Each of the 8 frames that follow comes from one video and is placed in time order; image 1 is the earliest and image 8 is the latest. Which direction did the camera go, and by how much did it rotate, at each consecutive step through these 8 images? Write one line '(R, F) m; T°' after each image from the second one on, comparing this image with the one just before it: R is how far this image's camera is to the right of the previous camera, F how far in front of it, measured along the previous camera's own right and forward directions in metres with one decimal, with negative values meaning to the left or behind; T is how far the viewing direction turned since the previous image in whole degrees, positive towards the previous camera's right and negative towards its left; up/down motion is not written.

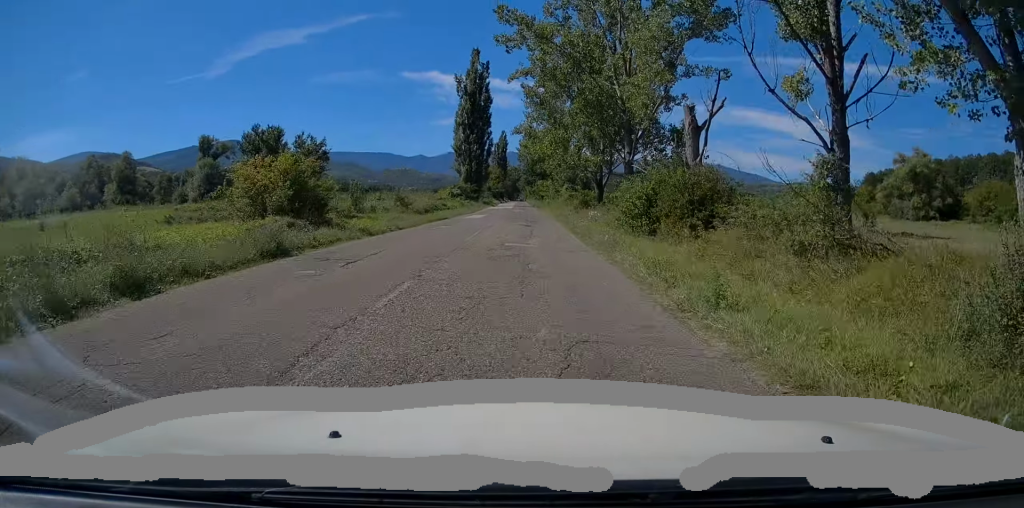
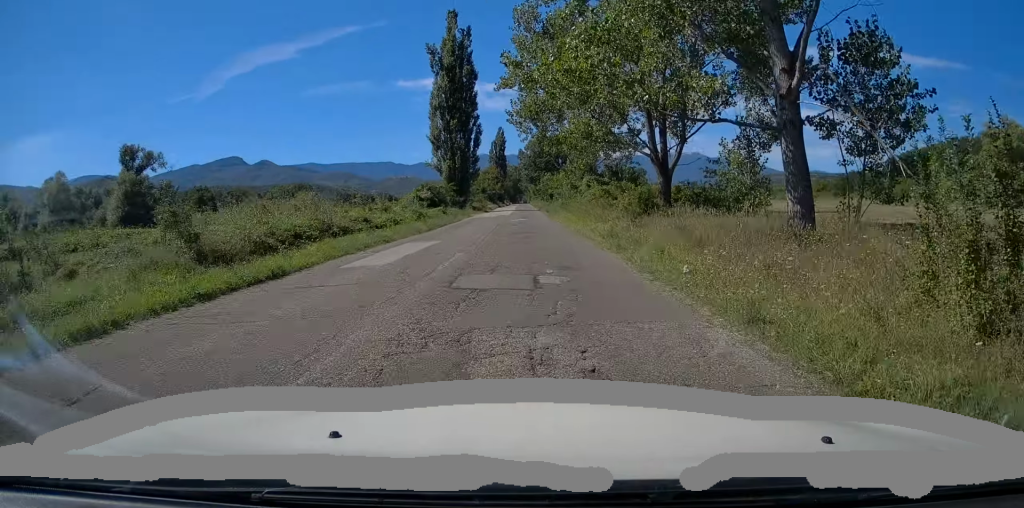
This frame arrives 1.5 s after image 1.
(0.0, +26.4) m; -1°
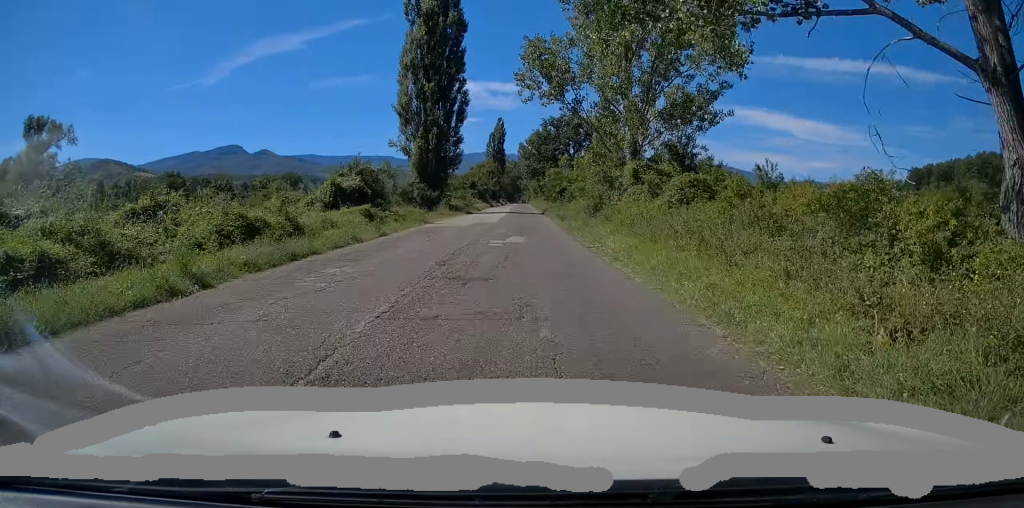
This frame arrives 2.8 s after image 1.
(-0.1, +23.4) m; 0°
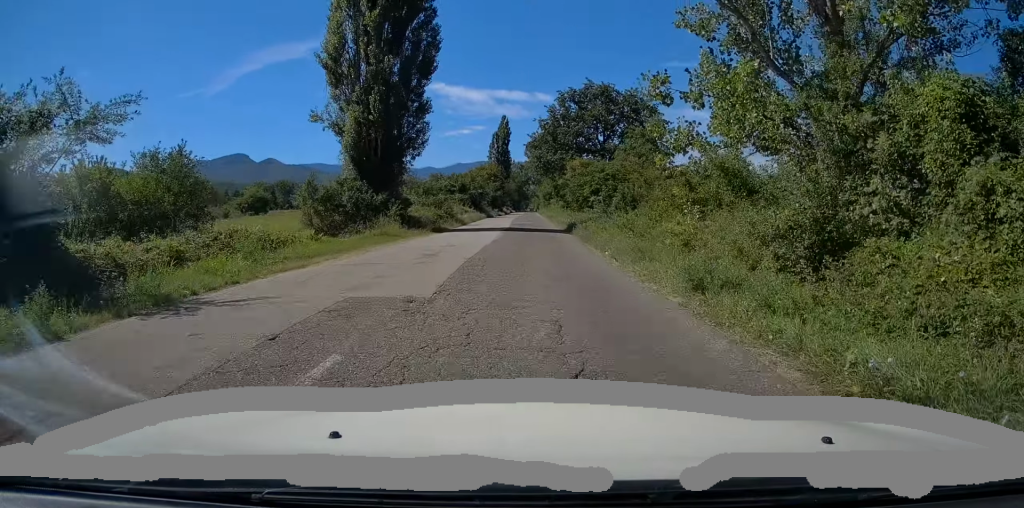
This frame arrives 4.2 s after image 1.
(+0.1, +24.4) m; 0°
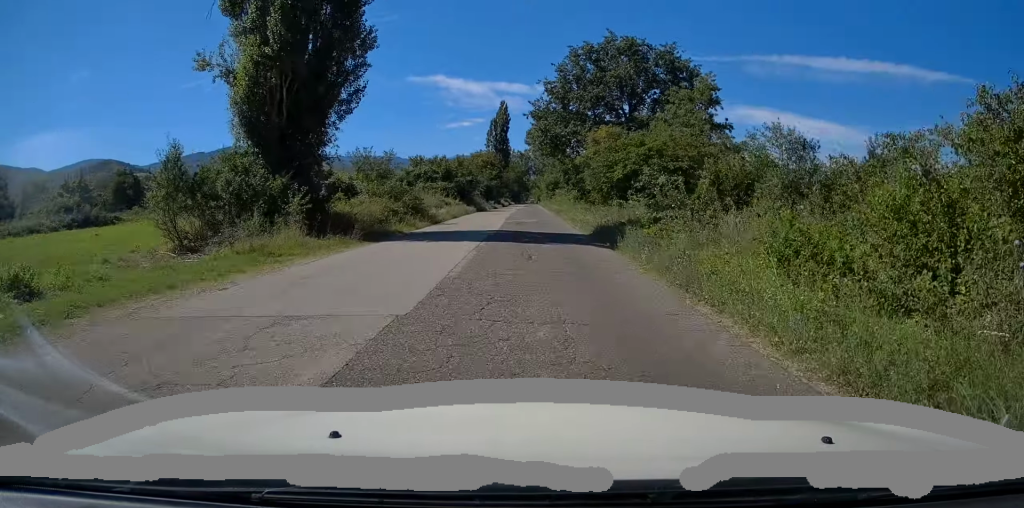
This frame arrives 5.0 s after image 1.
(0.0, +13.9) m; -1°
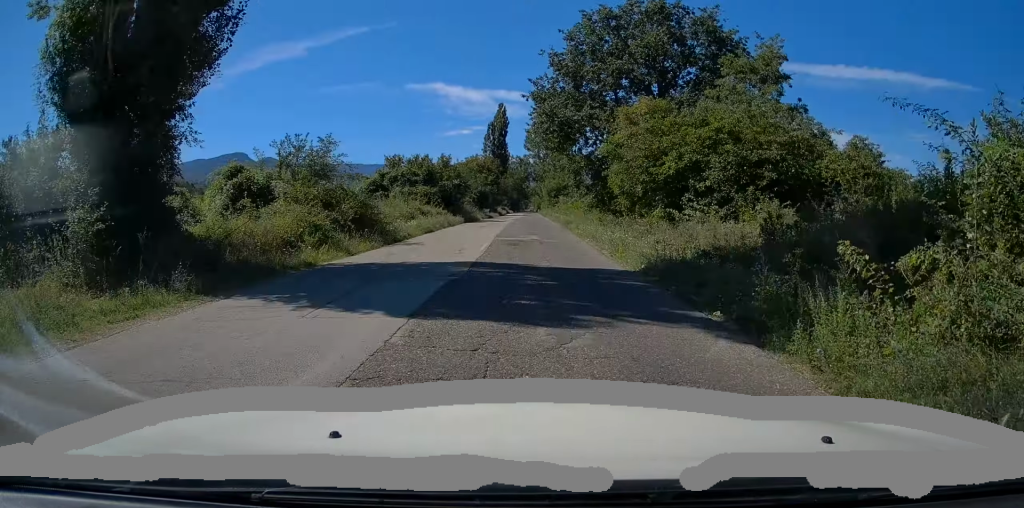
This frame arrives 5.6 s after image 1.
(0.0, +9.9) m; 0°
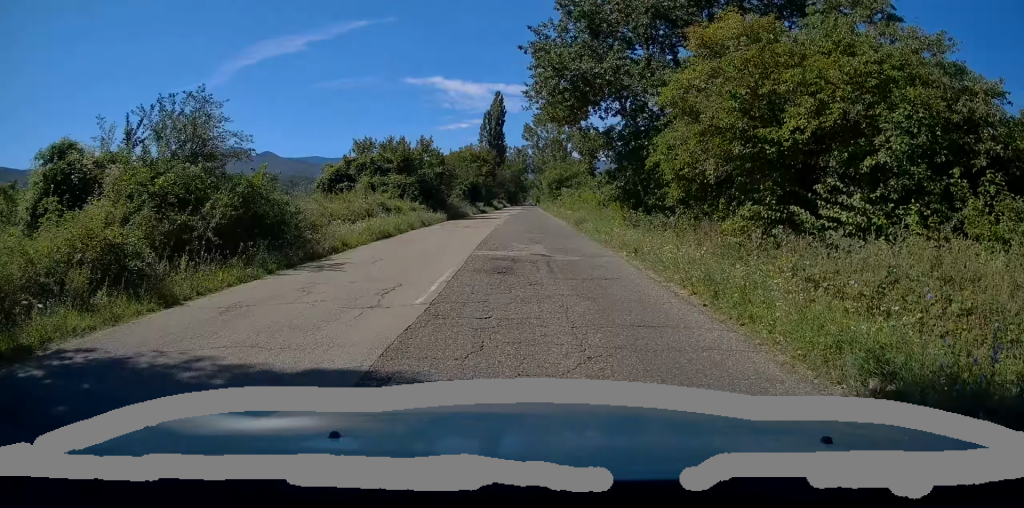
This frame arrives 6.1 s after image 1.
(-0.1, +8.7) m; 0°
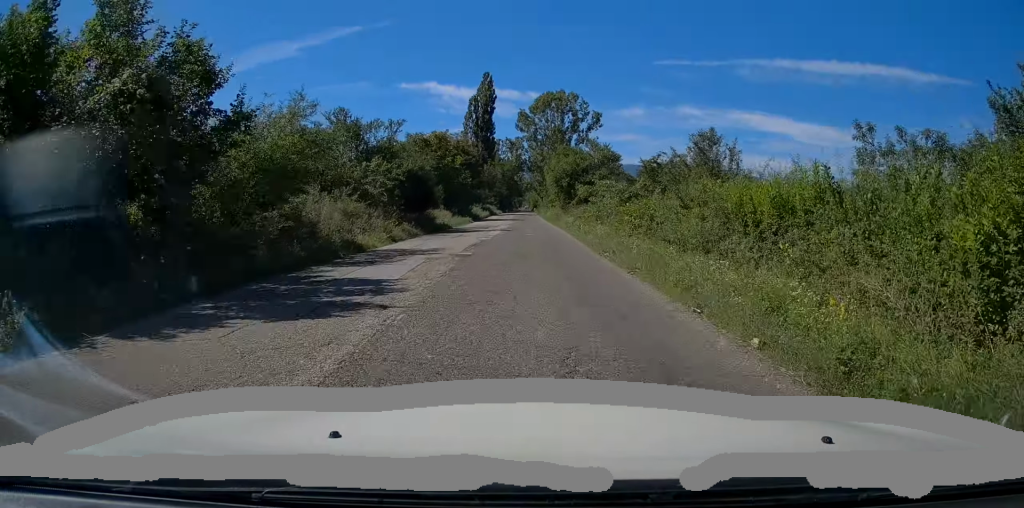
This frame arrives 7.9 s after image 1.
(+0.3, +30.6) m; +1°
